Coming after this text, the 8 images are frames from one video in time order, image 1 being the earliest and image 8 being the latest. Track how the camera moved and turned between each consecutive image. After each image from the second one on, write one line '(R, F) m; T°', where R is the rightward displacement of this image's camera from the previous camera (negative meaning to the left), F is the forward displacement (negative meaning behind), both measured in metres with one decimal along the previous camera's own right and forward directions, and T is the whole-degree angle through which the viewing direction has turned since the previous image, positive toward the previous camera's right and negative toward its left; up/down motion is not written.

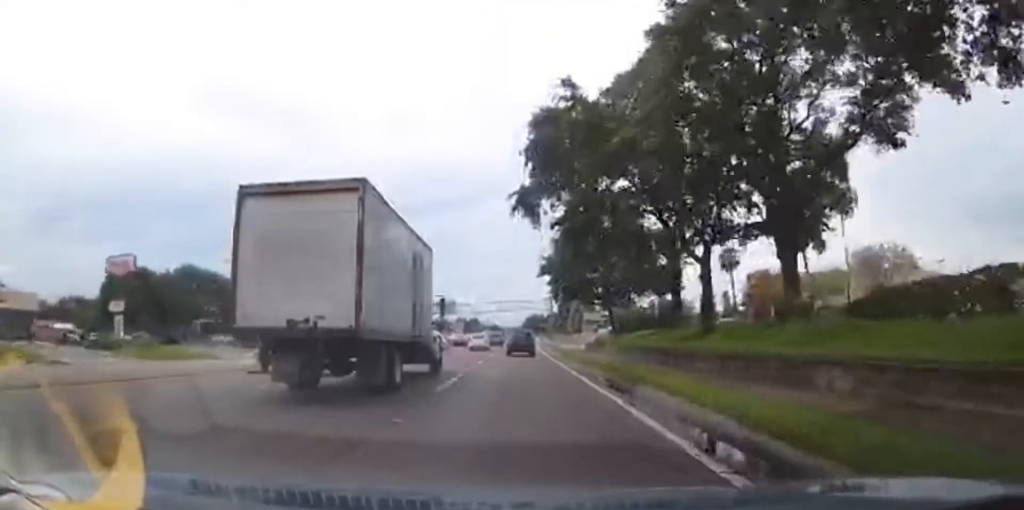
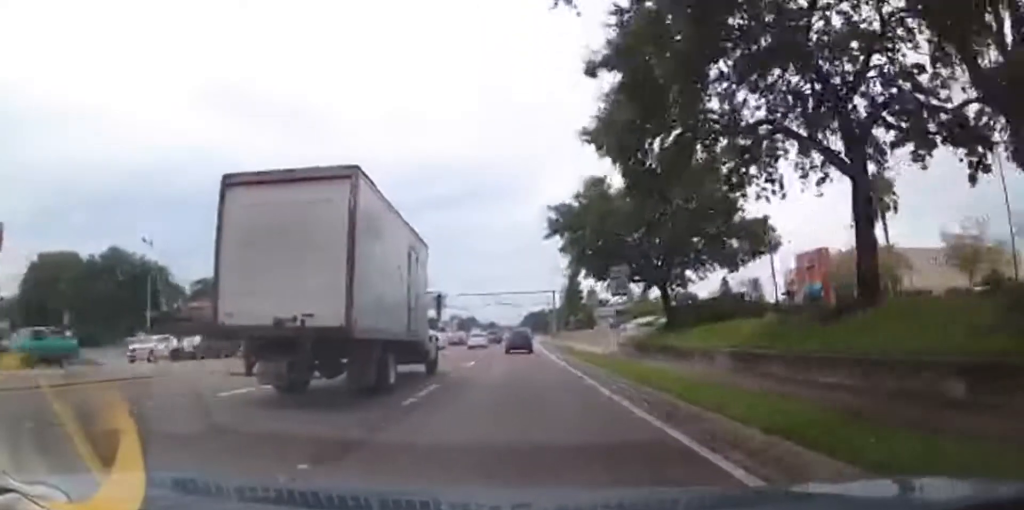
(0.0, +15.8) m; 0°
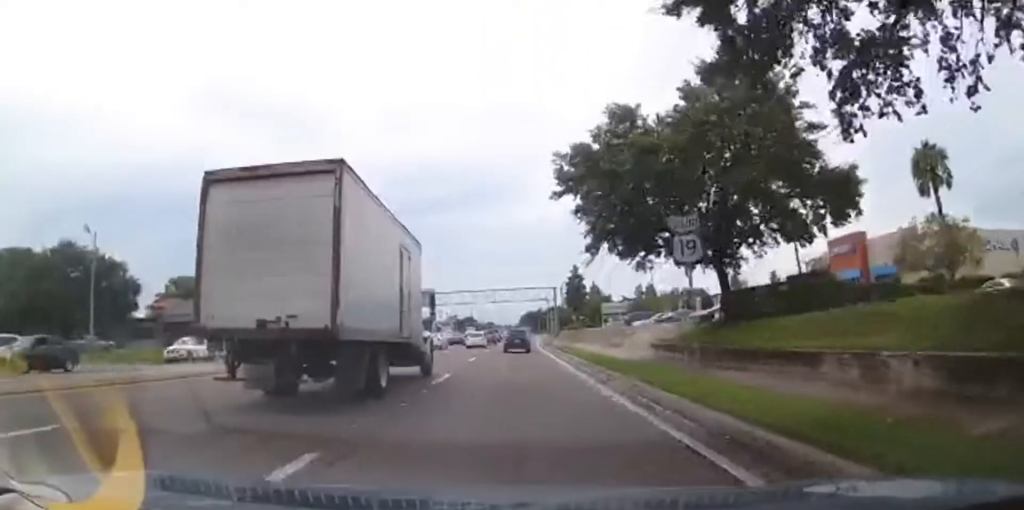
(0.0, +7.9) m; 0°
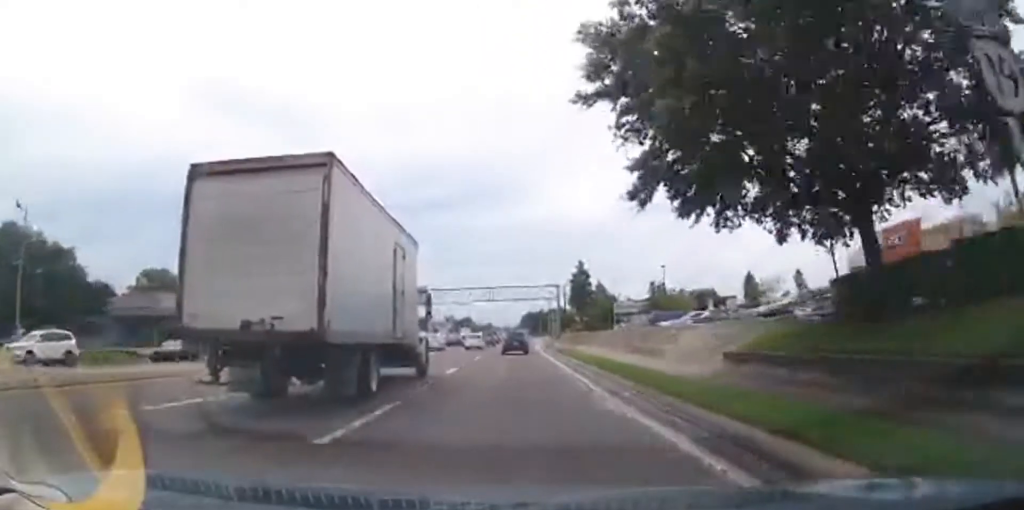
(0.0, +8.4) m; 0°
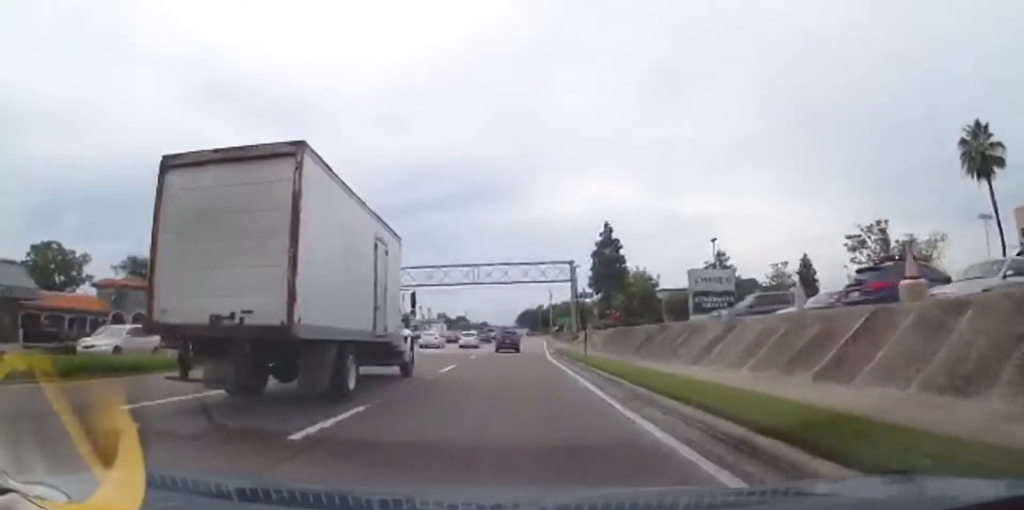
(0.0, +24.9) m; +1°
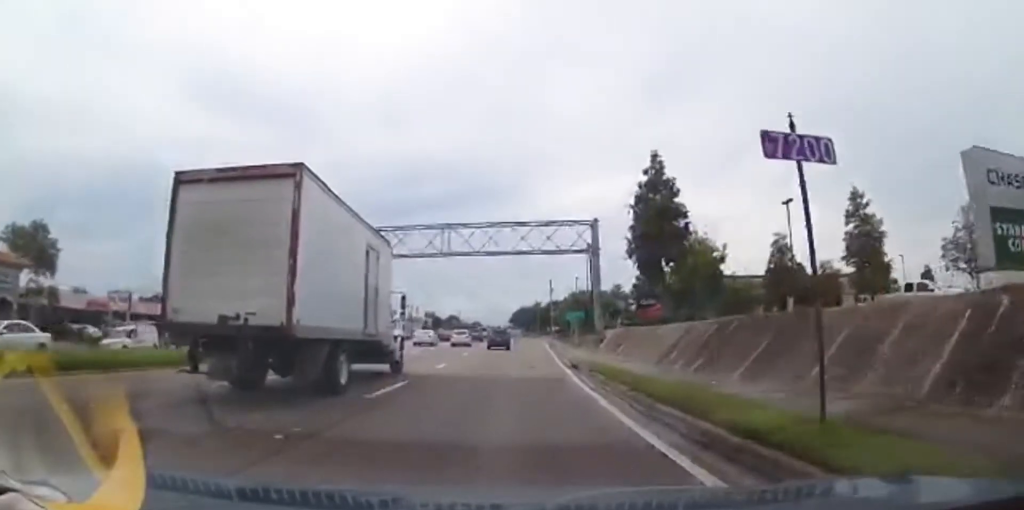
(+0.1, +20.2) m; -1°
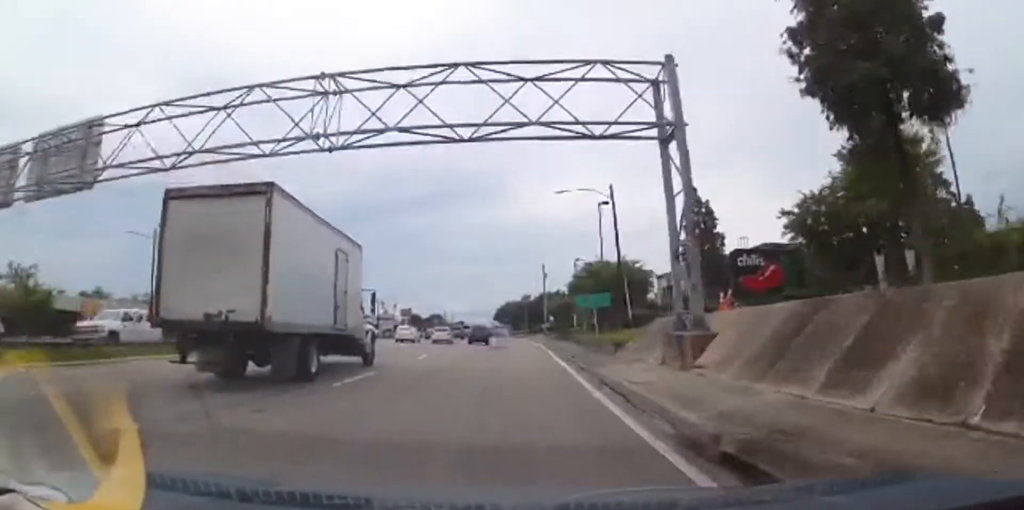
(0.0, +22.0) m; +1°
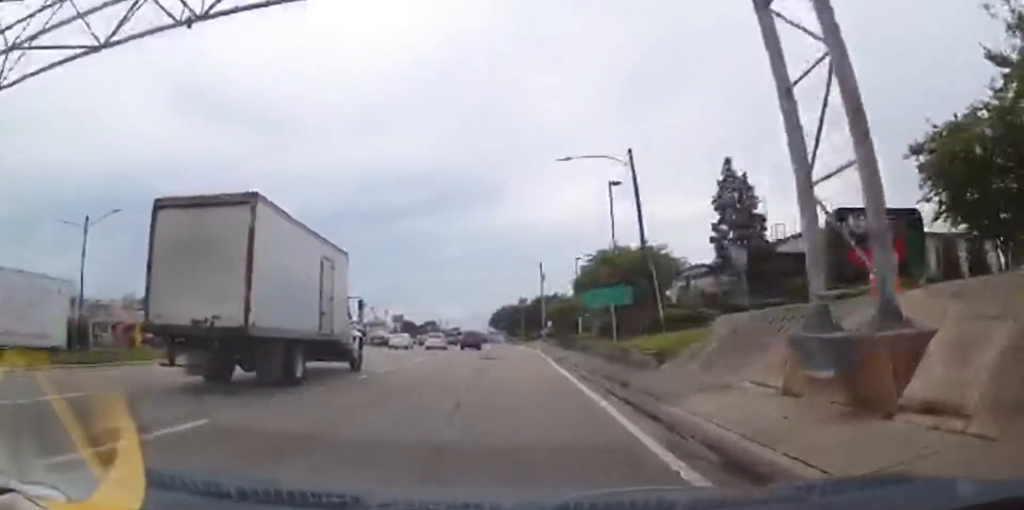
(+0.1, +8.2) m; +1°
